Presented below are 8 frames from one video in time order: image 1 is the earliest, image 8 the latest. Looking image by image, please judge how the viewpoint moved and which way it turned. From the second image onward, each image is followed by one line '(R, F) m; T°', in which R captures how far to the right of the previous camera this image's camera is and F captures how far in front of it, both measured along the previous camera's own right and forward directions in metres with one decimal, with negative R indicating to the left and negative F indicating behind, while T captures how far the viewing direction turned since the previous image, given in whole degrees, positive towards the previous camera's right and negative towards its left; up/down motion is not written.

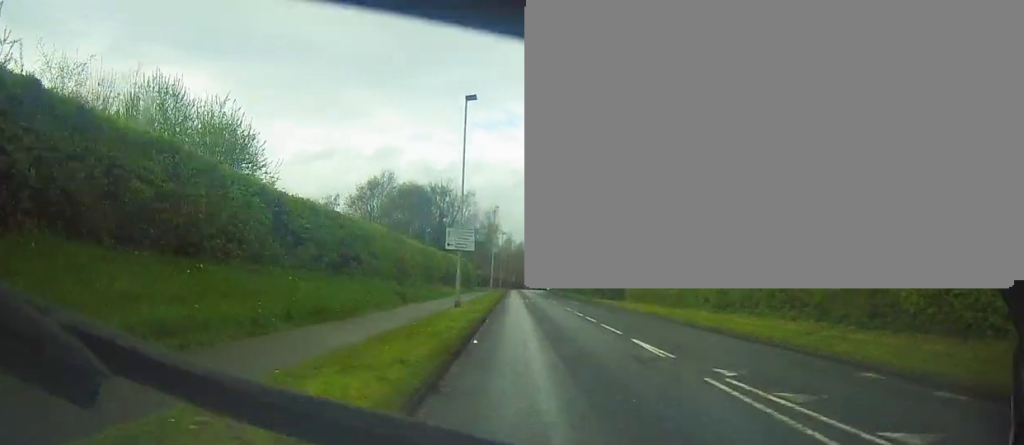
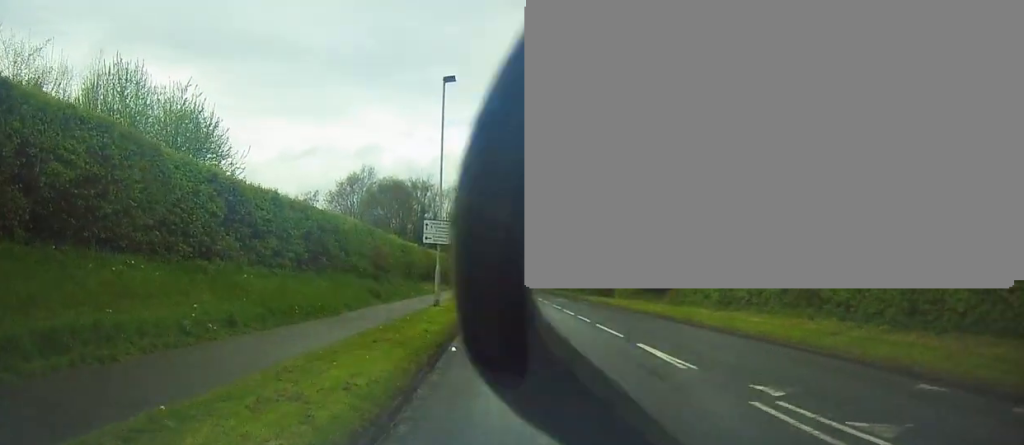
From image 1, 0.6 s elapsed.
(0.0, +2.2) m; -1°
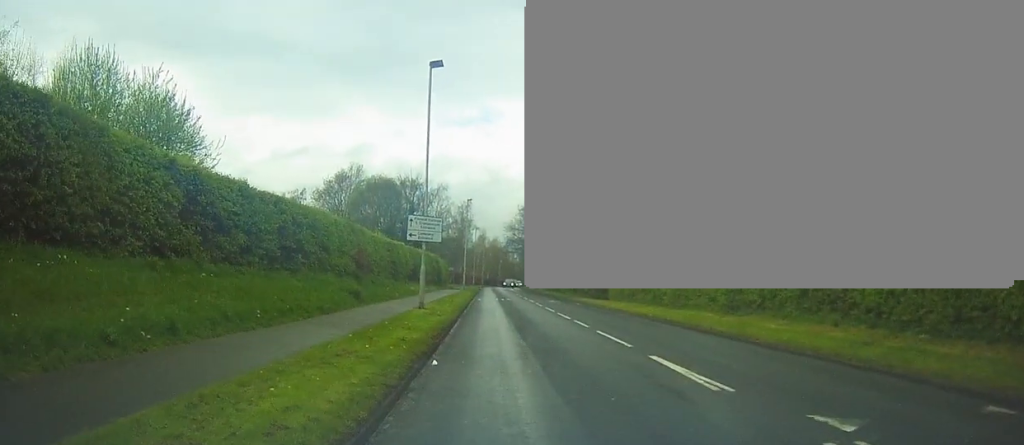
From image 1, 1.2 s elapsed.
(0.0, +2.0) m; -2°
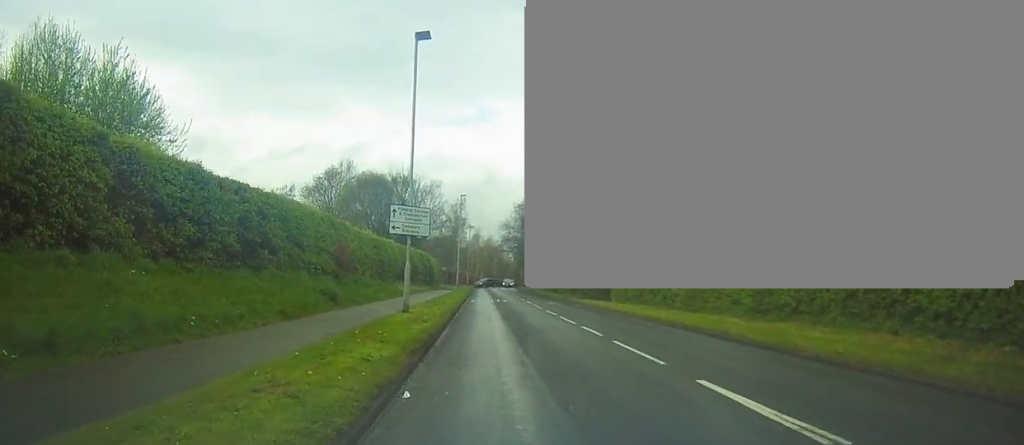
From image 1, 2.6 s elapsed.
(-0.1, +2.8) m; +4°
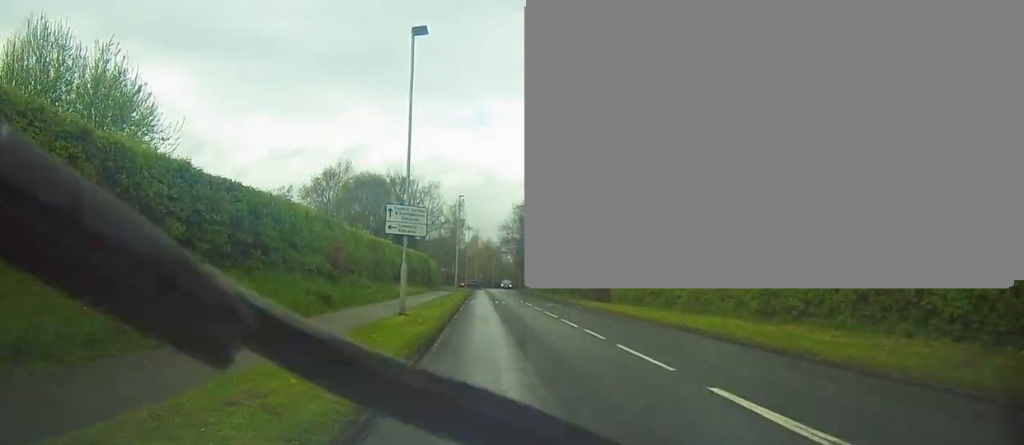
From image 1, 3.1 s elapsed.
(+0.2, +0.6) m; 0°
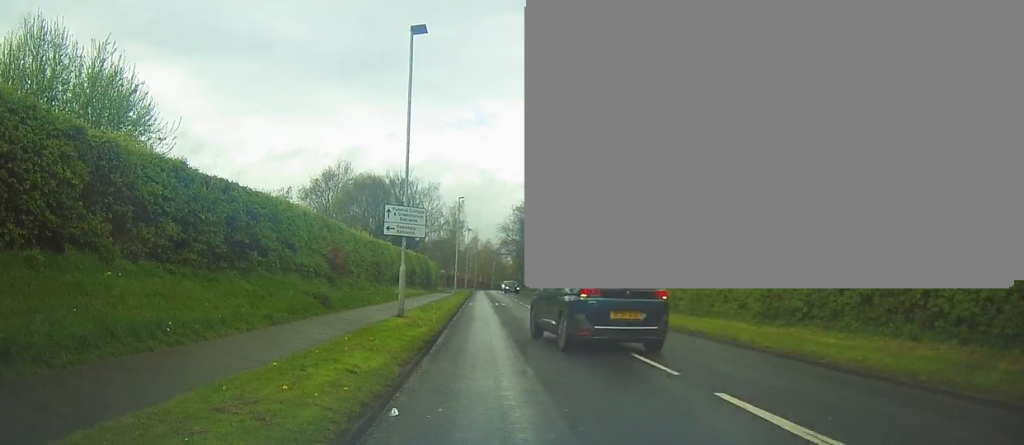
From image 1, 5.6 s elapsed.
(+0.5, +0.6) m; 0°
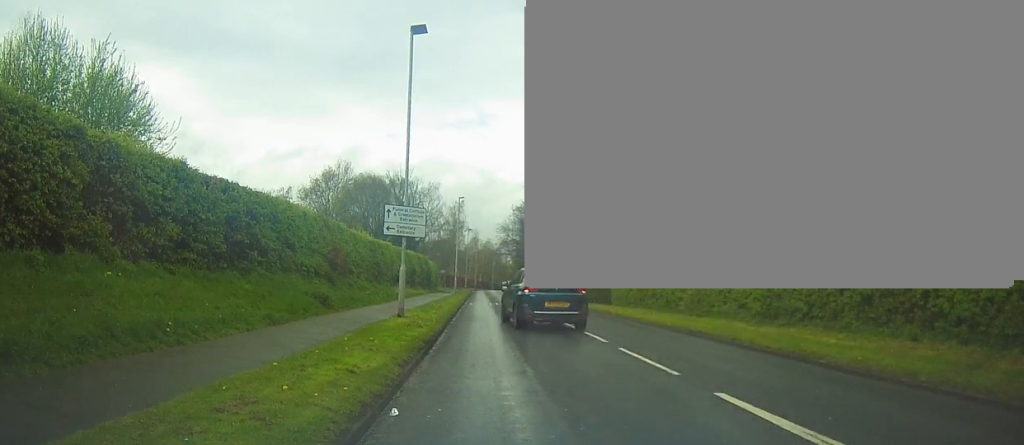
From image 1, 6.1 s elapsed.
(0.0, 0.0) m; 0°
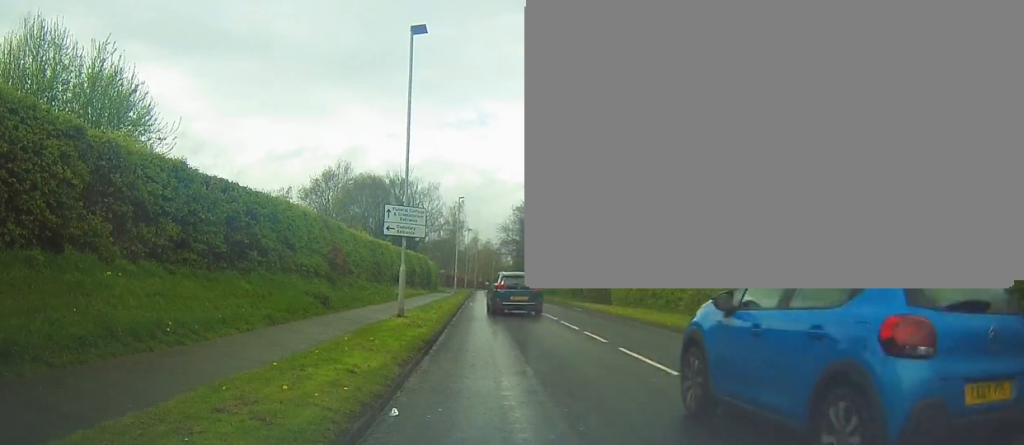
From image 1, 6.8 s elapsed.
(0.0, 0.0) m; 0°
